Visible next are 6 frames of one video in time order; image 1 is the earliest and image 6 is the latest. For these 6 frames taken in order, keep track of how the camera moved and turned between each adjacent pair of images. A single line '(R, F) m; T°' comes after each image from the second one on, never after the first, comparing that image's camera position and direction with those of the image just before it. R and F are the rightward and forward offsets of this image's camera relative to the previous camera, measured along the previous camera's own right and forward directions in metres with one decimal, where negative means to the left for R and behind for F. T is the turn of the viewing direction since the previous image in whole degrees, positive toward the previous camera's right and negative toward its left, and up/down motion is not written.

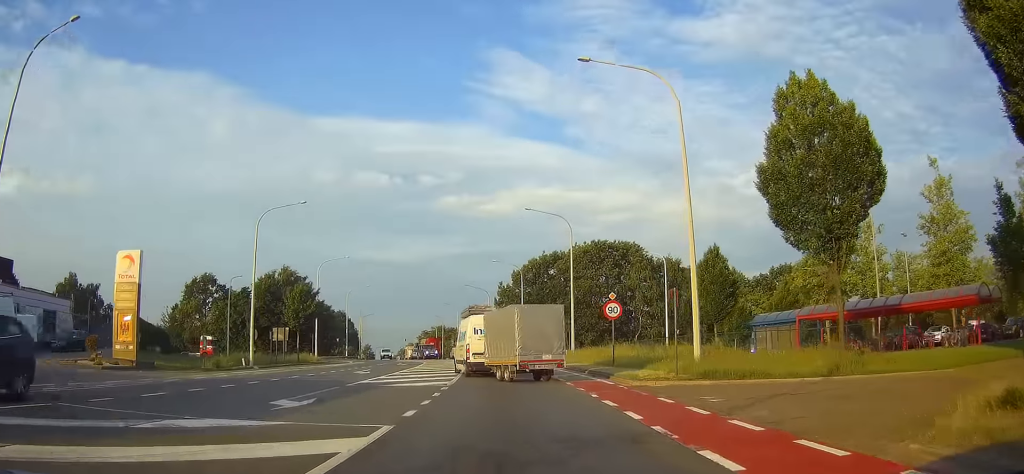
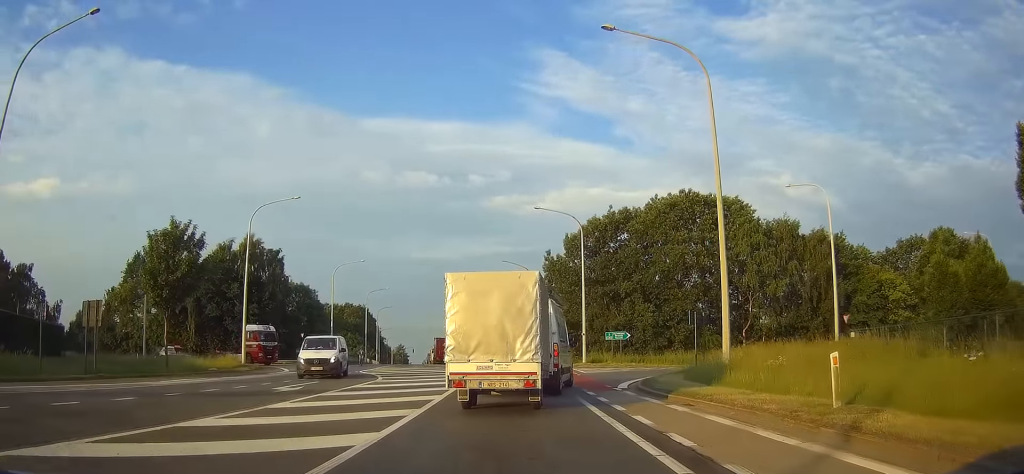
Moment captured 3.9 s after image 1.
(-0.5, +36.6) m; -3°
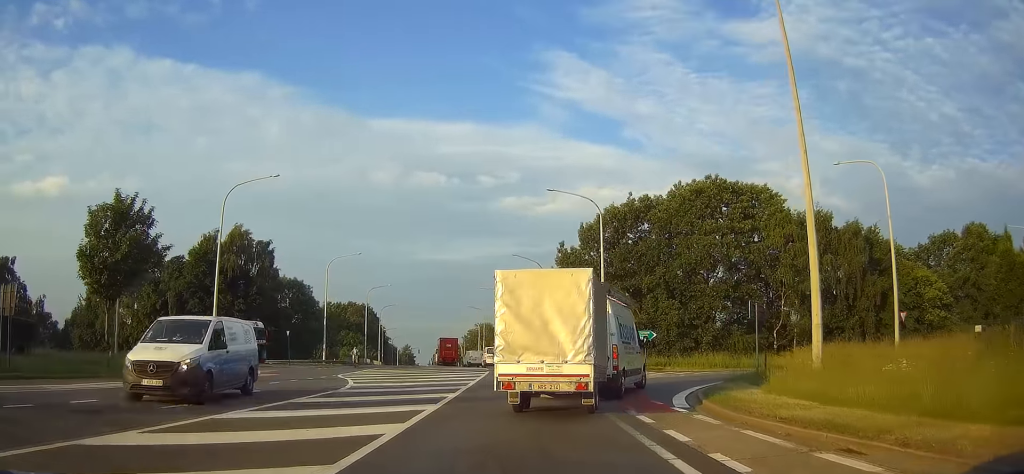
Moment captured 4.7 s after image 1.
(-0.3, +7.3) m; -1°
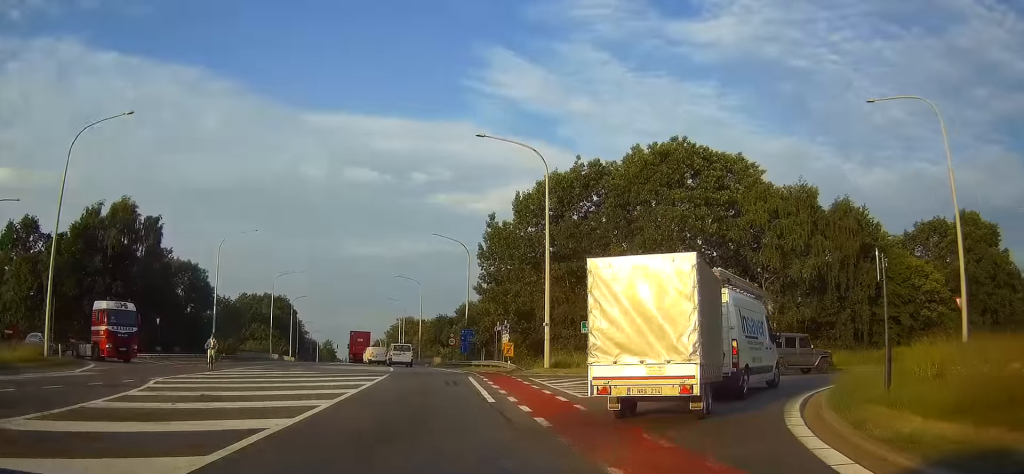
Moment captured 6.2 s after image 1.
(+0.5, +12.2) m; +7°
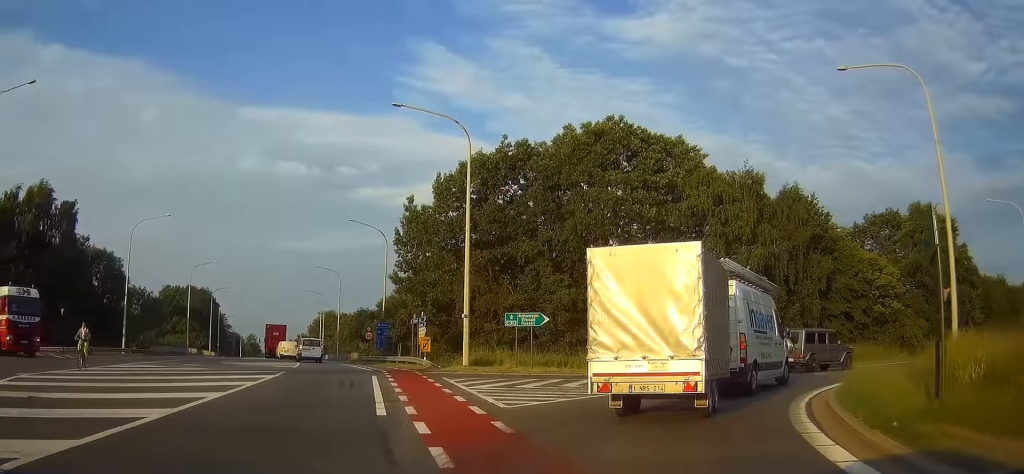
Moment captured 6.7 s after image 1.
(-0.1, +3.9) m; +4°
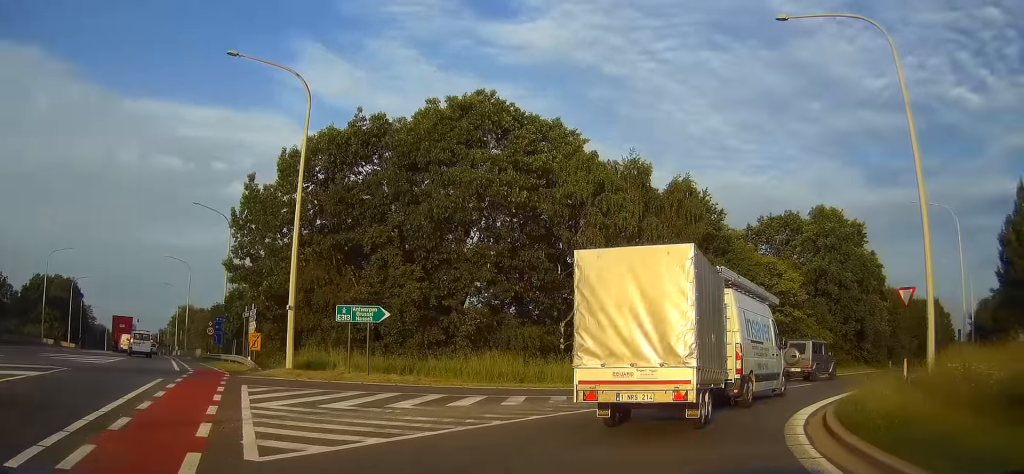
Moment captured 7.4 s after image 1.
(+0.5, +6.0) m; +9°
